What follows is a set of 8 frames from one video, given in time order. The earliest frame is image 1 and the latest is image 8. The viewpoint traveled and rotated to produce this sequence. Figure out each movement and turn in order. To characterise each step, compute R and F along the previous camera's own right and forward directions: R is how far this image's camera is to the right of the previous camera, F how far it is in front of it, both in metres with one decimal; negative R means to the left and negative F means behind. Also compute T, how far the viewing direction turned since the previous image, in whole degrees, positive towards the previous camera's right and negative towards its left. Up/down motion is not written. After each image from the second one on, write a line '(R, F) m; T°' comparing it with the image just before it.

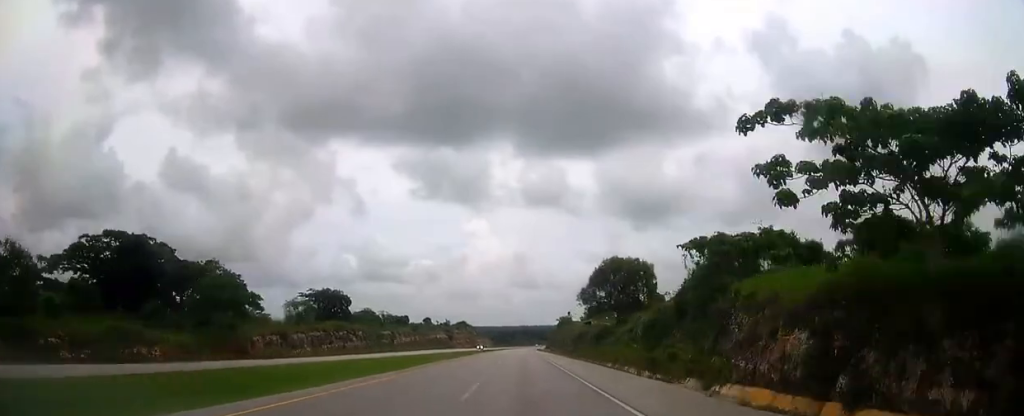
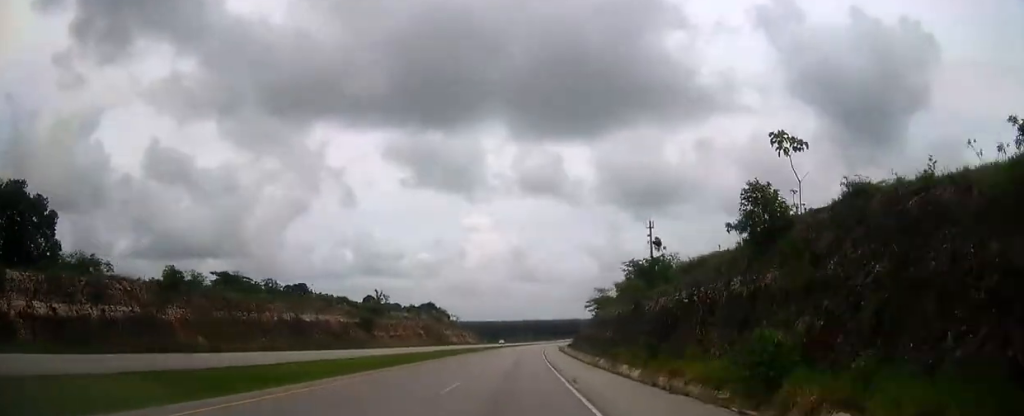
(+0.7, +130.4) m; +1°
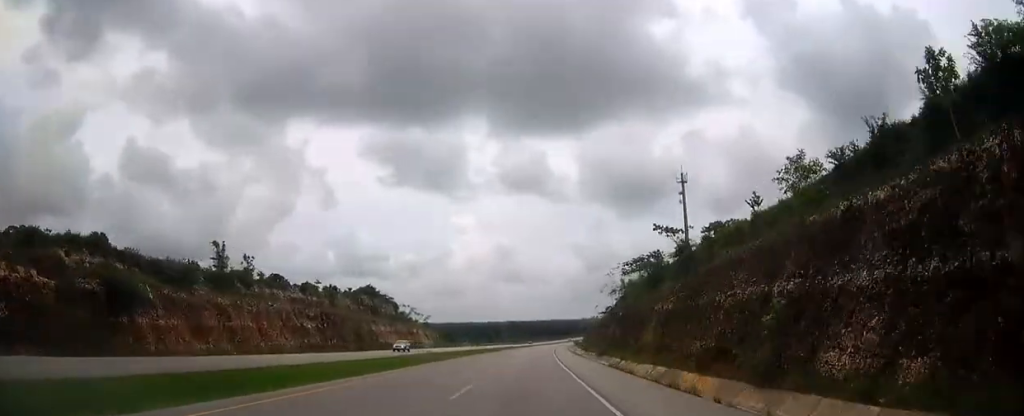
(+0.4, +74.0) m; +1°
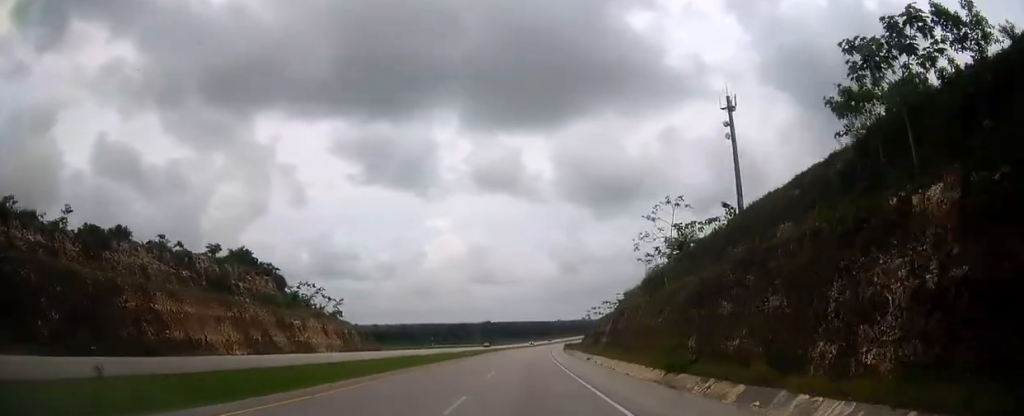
(+0.9, +62.9) m; +2°
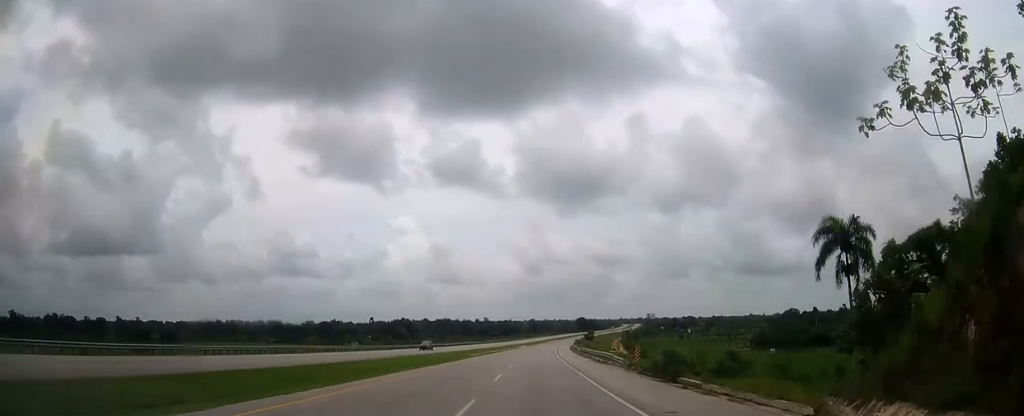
(+4.5, +133.9) m; +4°
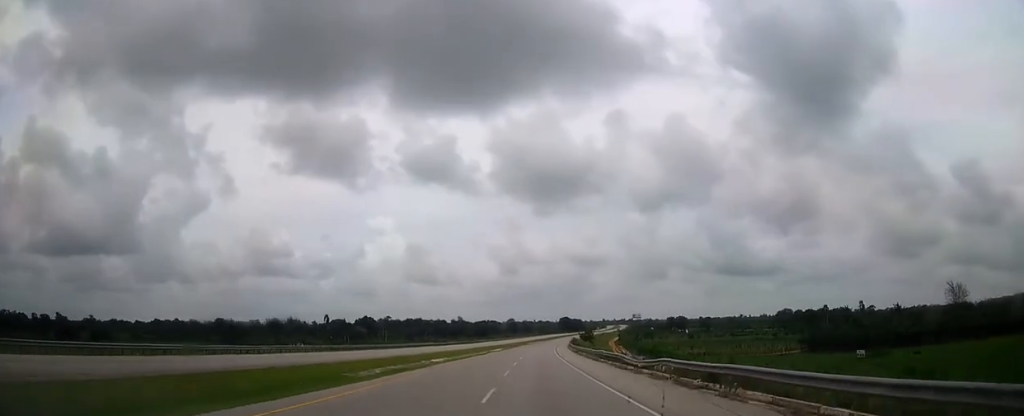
(+0.5, +54.0) m; +2°
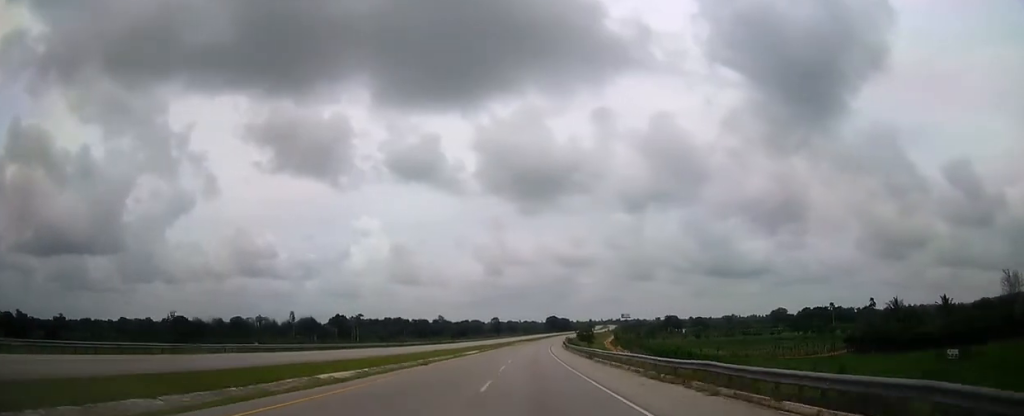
(+0.7, +33.2) m; +1°
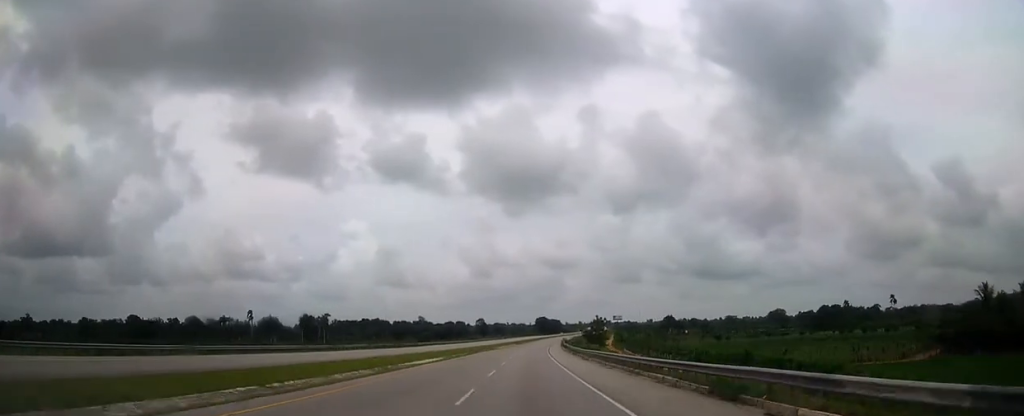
(+0.3, +39.4) m; +1°
